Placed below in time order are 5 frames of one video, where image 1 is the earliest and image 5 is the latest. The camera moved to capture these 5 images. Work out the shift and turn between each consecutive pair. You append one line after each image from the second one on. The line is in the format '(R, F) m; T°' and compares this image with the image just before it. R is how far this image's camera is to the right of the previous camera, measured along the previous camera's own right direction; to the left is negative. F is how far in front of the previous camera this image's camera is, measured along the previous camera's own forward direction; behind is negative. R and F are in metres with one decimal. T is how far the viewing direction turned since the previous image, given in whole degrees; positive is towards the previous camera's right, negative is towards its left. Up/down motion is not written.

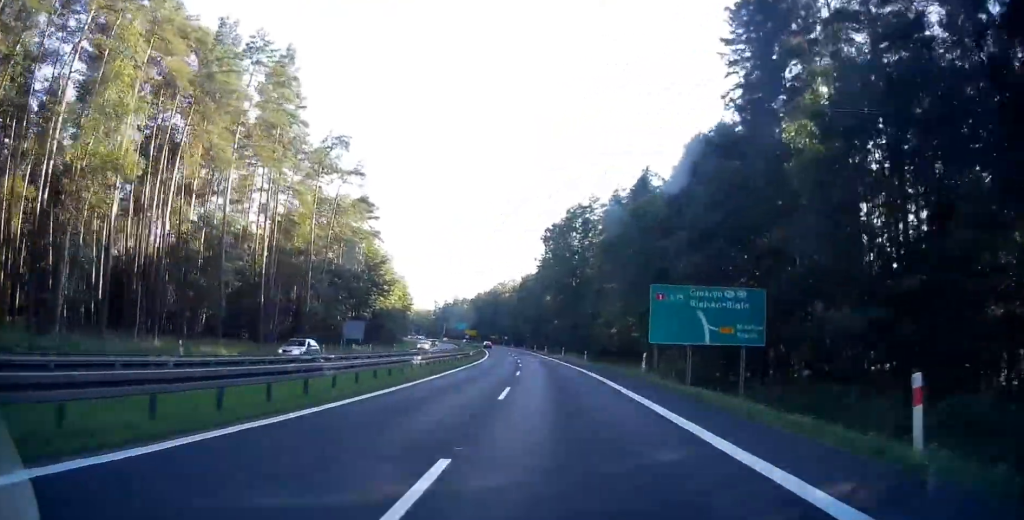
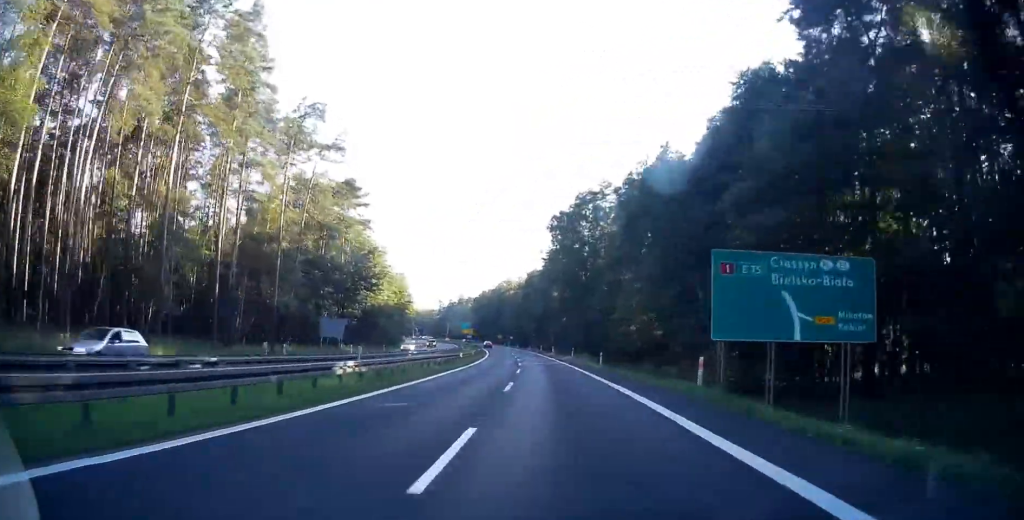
(+0.1, +9.6) m; -1°
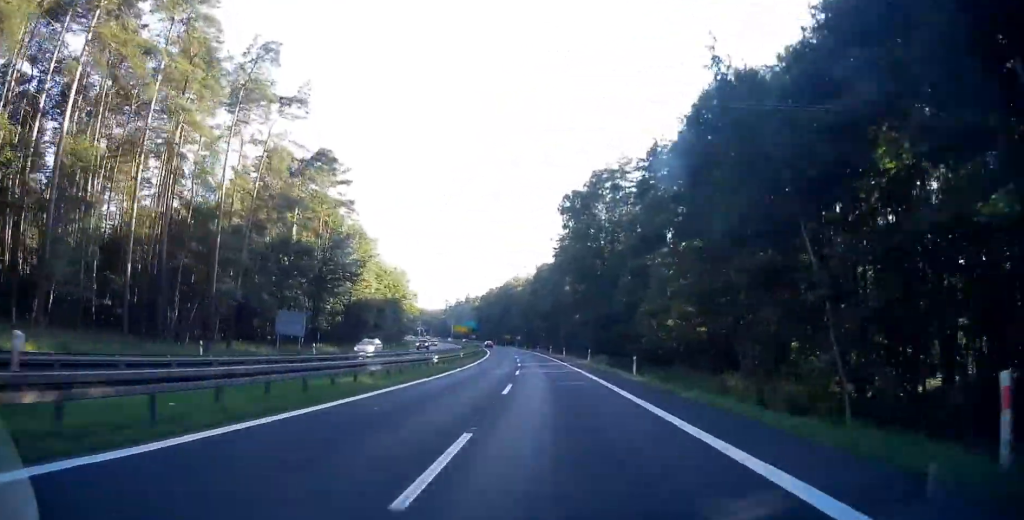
(-0.3, +12.7) m; -2°
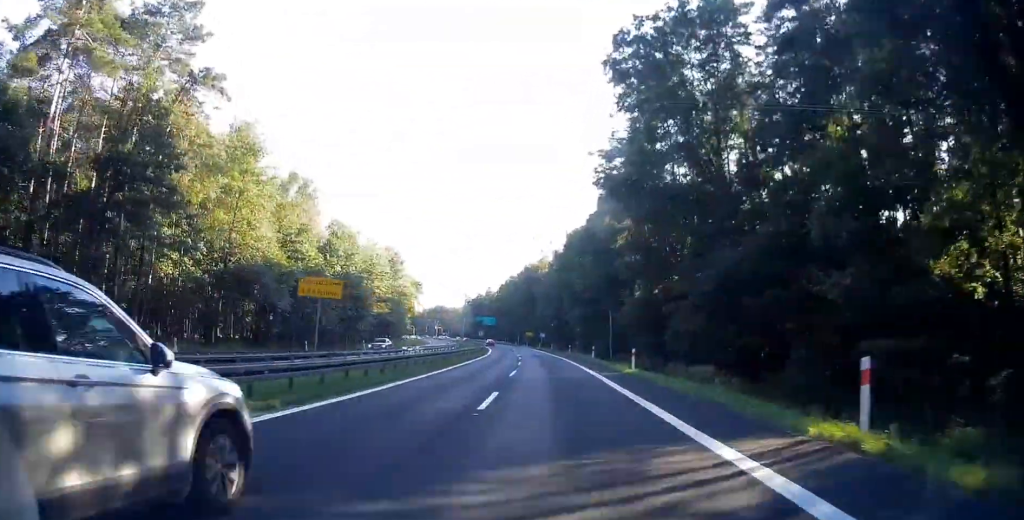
(-1.8, +41.9) m; -4°
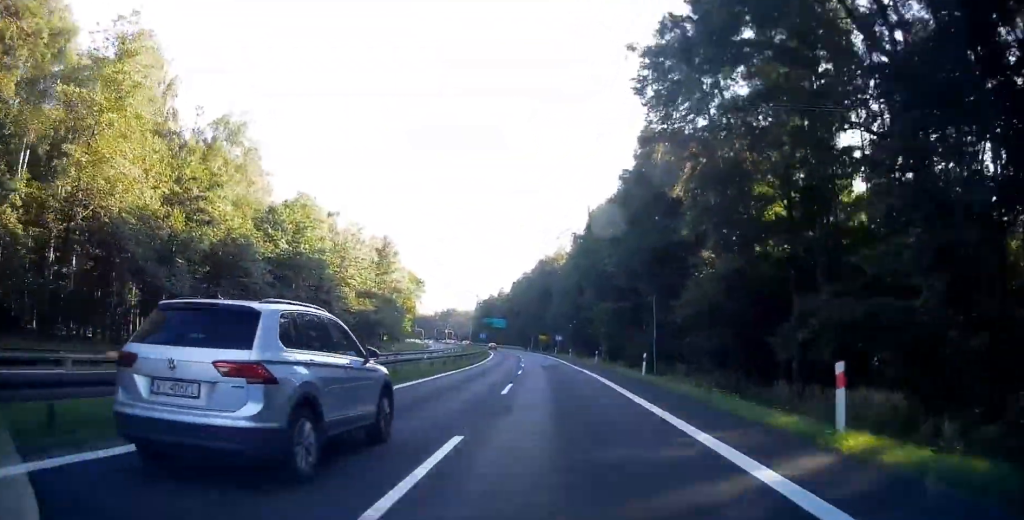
(-0.1, +20.3) m; -1°
